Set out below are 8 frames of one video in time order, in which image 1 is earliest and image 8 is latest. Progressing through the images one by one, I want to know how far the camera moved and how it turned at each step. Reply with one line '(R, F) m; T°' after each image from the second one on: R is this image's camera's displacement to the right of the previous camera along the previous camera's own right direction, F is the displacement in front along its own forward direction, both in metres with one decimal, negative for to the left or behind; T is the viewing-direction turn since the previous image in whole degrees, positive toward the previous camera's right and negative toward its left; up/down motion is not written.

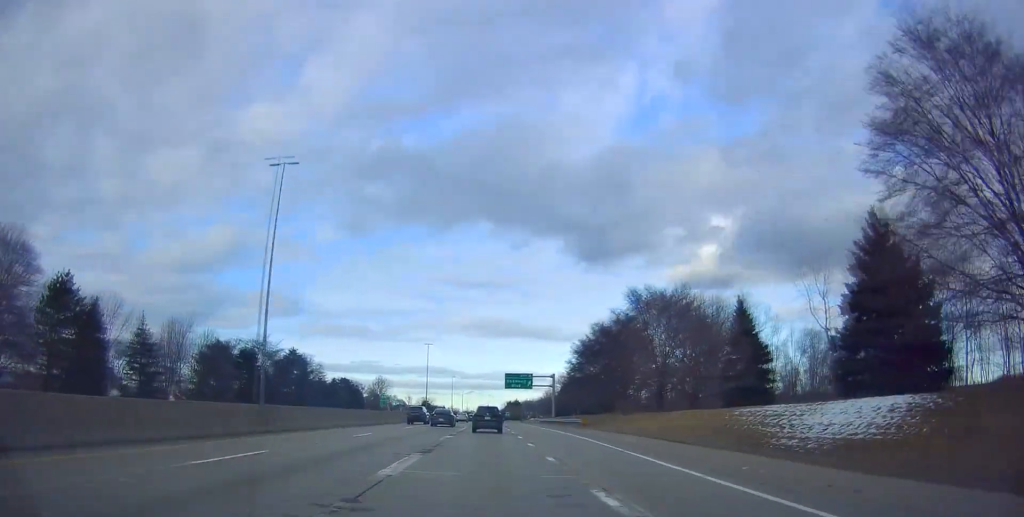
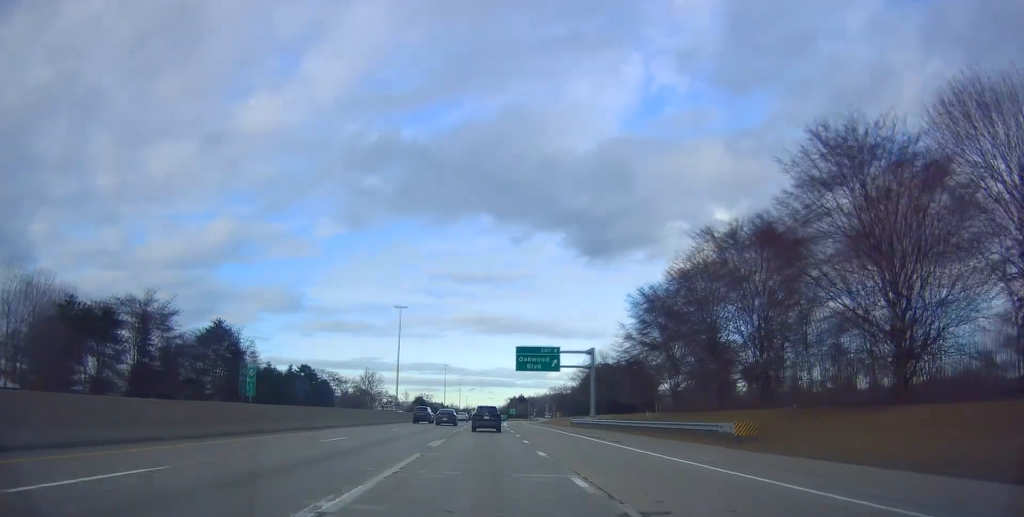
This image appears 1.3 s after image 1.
(+0.9, +36.4) m; +1°
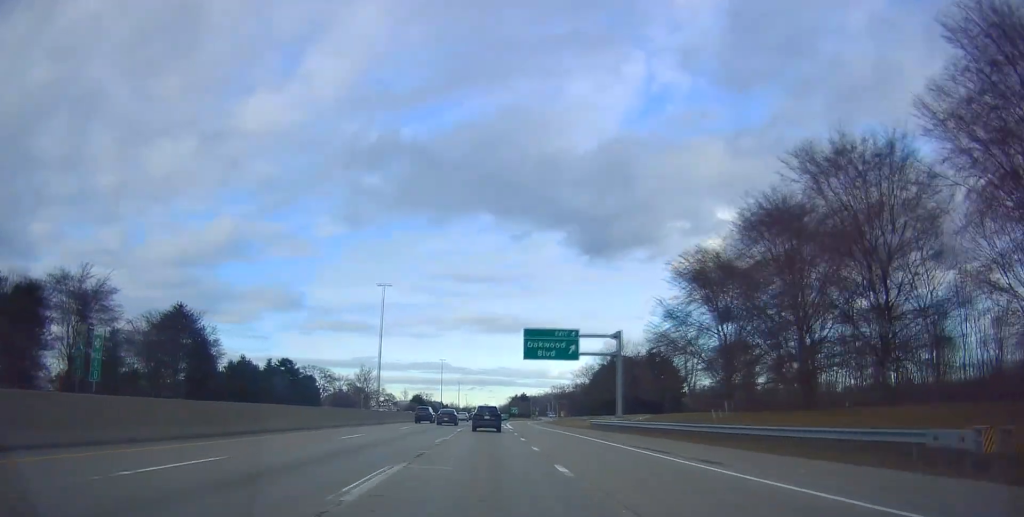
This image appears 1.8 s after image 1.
(-0.3, +12.7) m; 0°
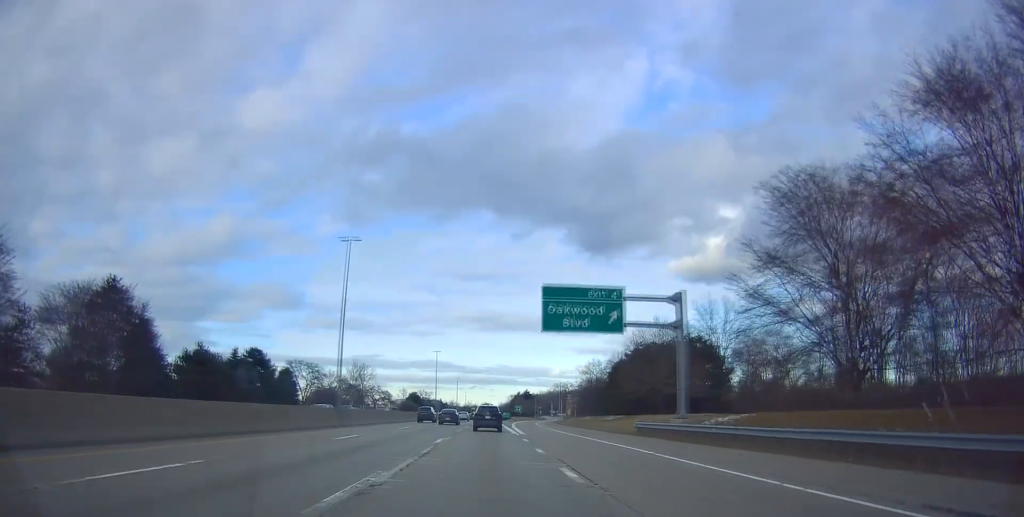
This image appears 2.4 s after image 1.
(0.0, +16.3) m; 0°
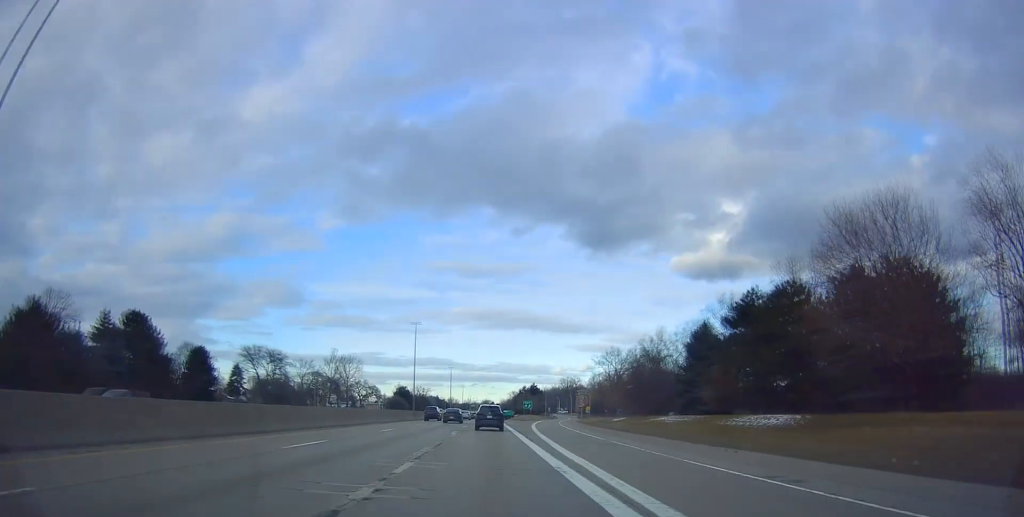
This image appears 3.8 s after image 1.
(+0.6, +37.1) m; 0°
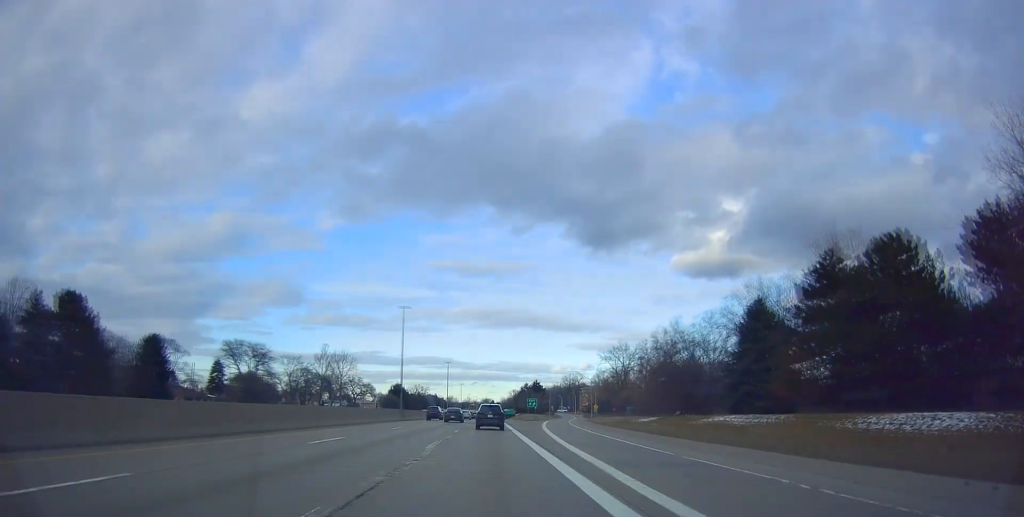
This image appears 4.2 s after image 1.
(0.0, +12.7) m; 0°
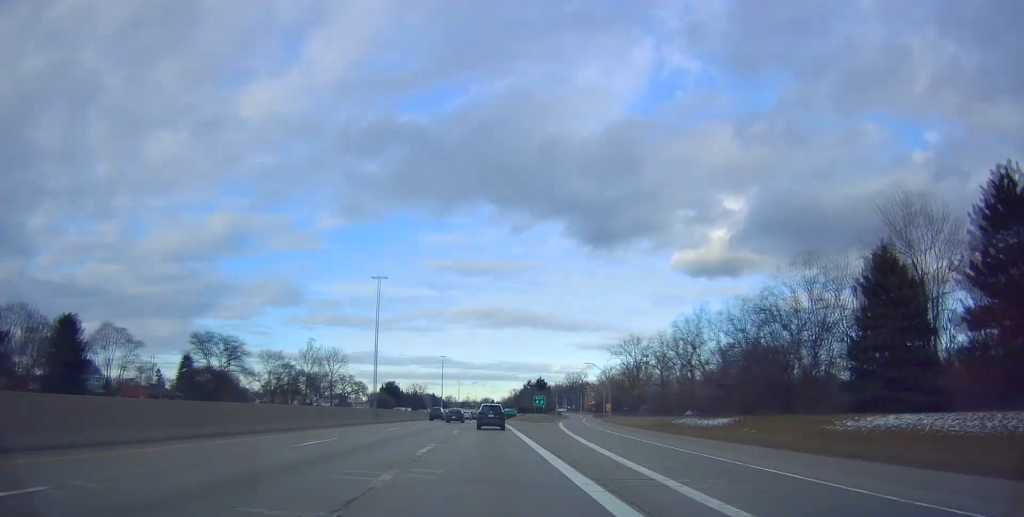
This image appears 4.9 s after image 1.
(-0.4, +17.1) m; 0°
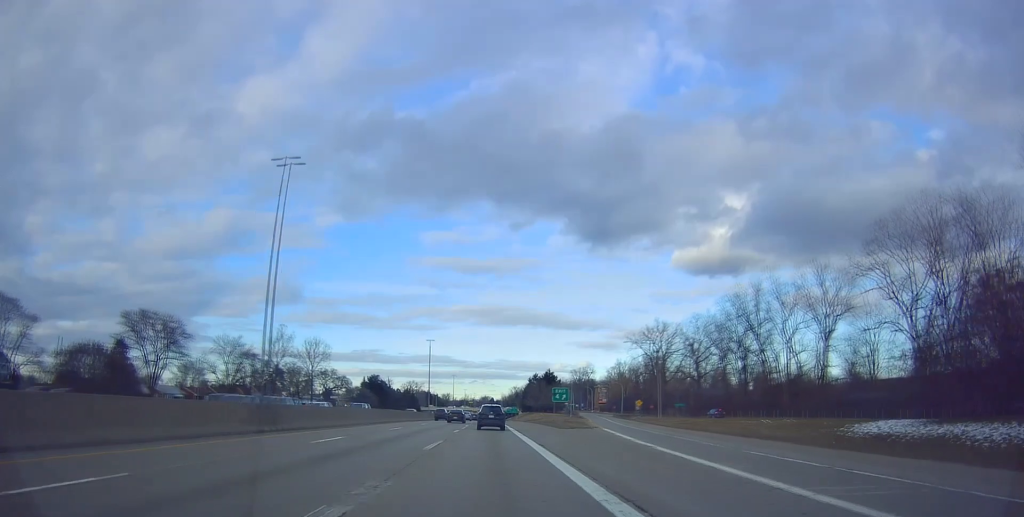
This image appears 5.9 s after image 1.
(+0.3, +28.7) m; +2°
